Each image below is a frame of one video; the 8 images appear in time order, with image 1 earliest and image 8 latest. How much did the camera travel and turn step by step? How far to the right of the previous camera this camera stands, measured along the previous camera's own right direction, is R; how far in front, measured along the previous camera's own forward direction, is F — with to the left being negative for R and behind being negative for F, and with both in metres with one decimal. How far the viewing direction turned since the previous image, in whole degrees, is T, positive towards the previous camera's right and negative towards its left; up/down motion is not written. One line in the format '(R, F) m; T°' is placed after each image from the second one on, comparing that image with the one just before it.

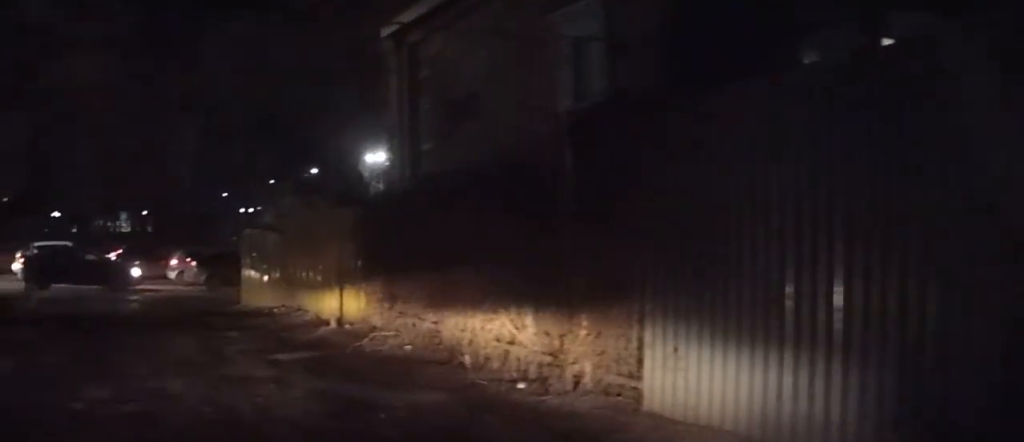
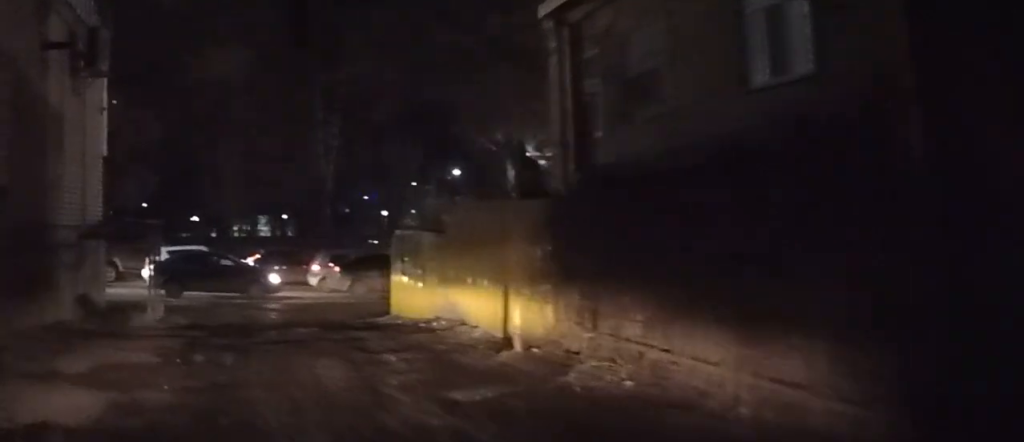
(-0.1, +2.3) m; -8°
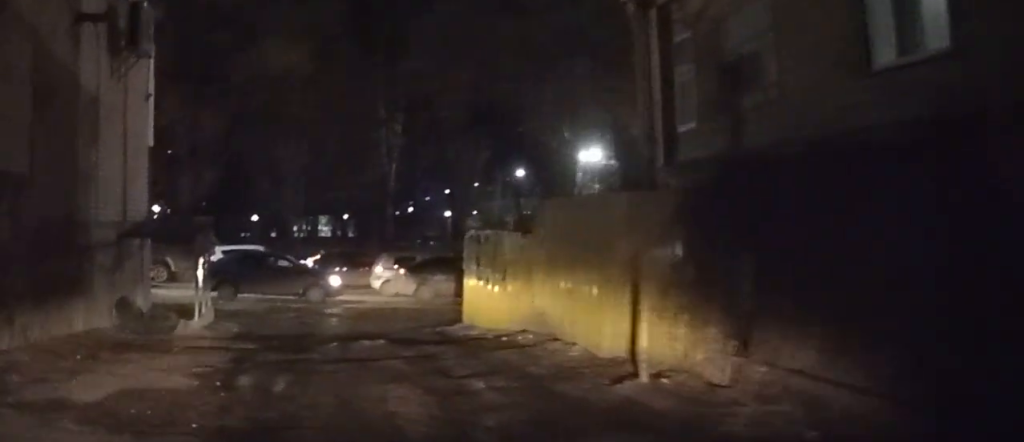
(-0.1, +1.7) m; -7°
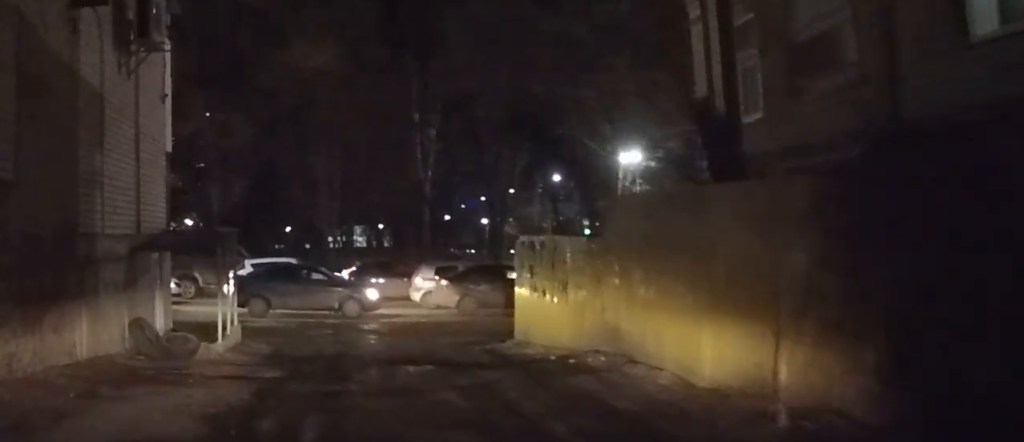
(-0.1, +1.5) m; -6°
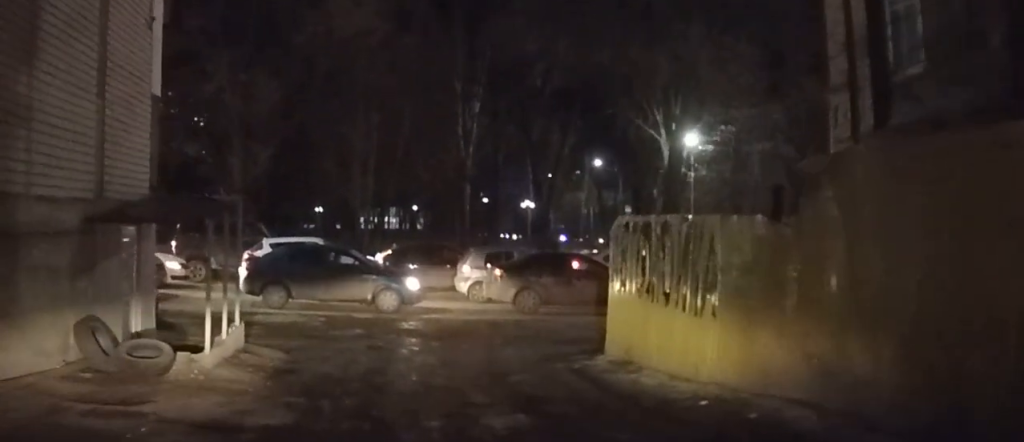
(-0.4, +4.1) m; -5°
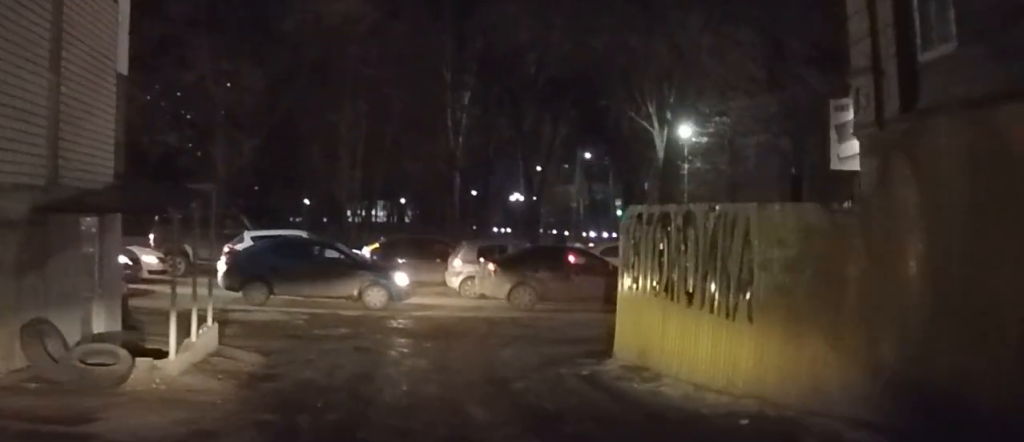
(0.0, +1.2) m; +1°
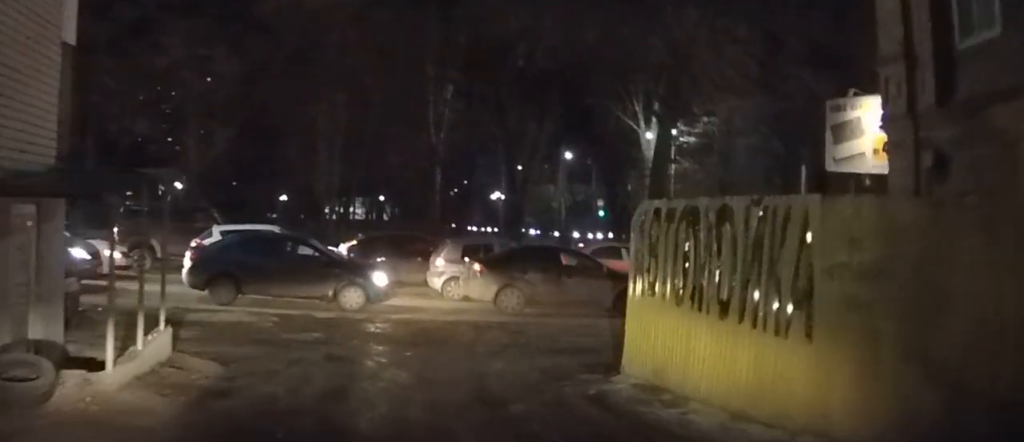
(0.0, +1.5) m; +1°
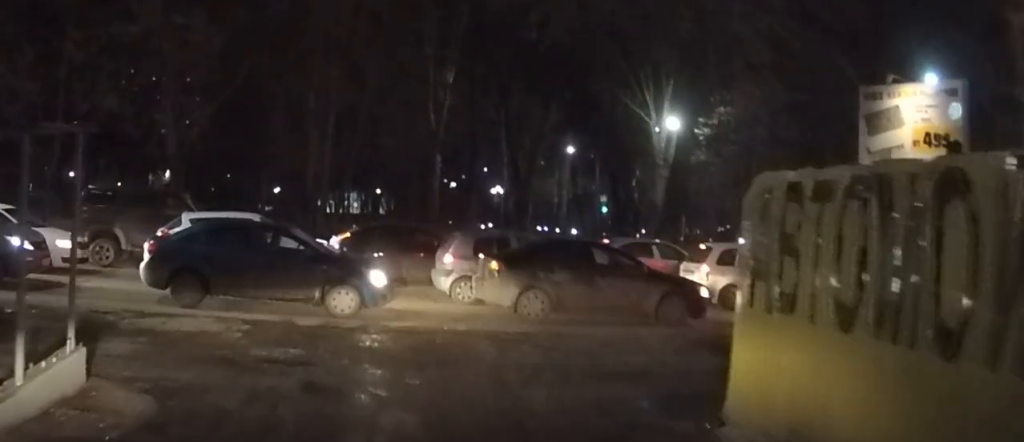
(0.0, +3.4) m; +2°
